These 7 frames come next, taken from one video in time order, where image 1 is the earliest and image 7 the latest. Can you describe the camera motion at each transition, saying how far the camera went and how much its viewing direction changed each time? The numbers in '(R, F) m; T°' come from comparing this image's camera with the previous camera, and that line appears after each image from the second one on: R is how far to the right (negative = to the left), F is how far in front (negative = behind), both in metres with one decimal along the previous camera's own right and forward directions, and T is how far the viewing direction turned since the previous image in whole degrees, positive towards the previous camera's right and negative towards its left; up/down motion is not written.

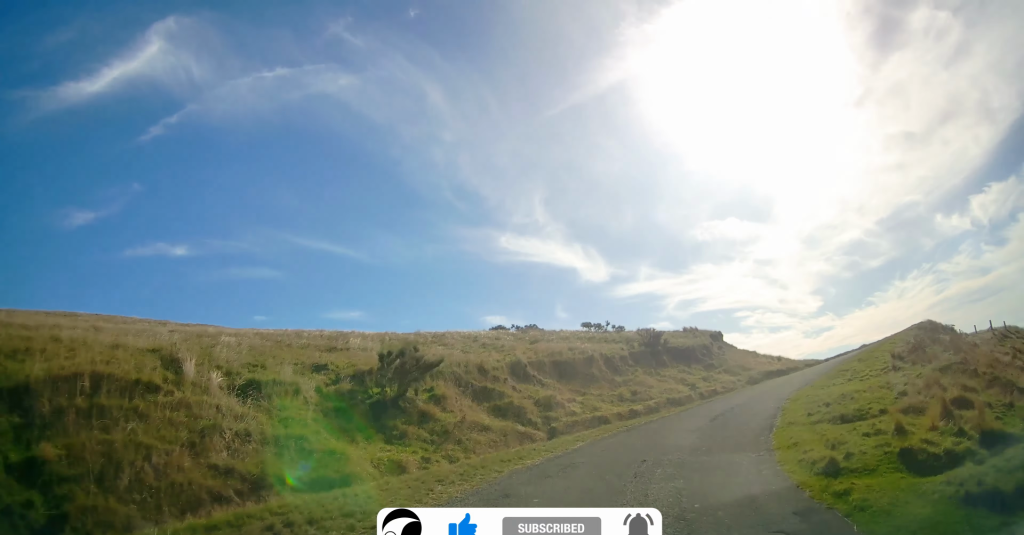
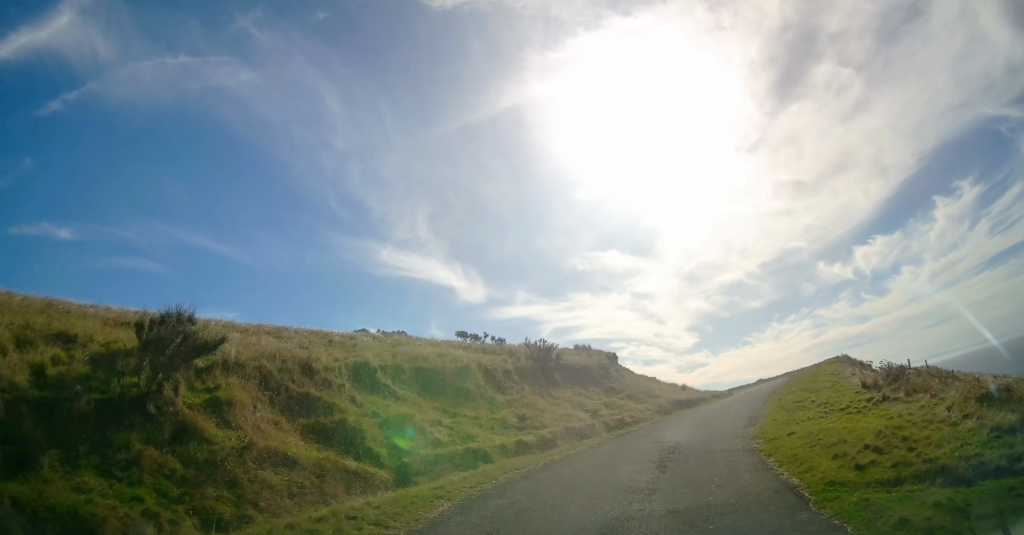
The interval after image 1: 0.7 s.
(+0.8, +6.3) m; +10°
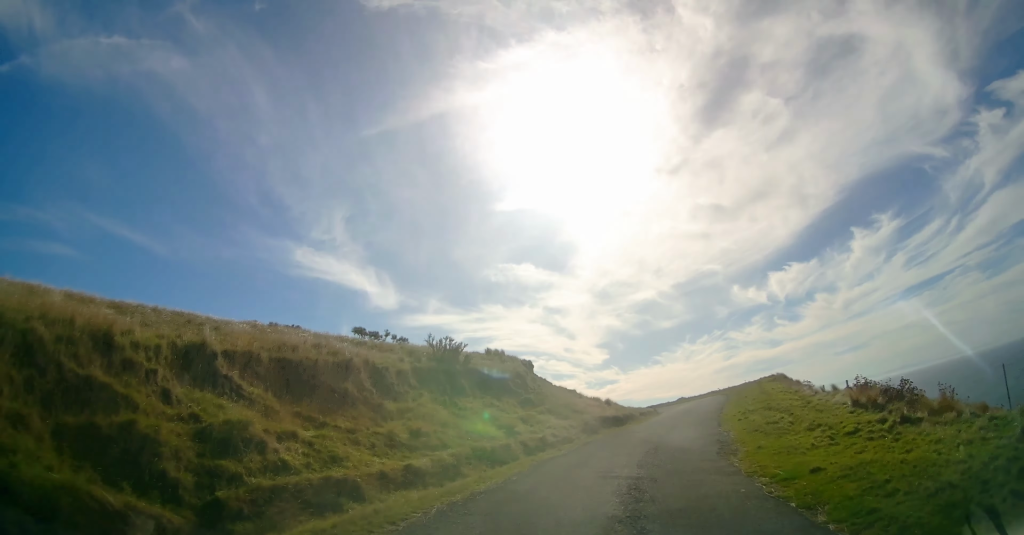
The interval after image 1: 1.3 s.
(0.0, +4.6) m; +6°
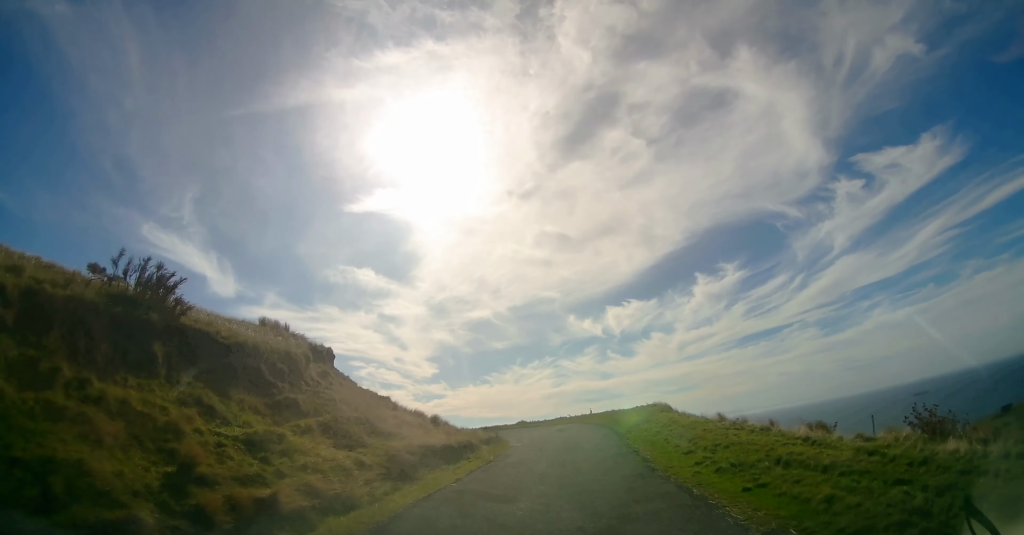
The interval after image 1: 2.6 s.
(+1.7, +10.9) m; +21°
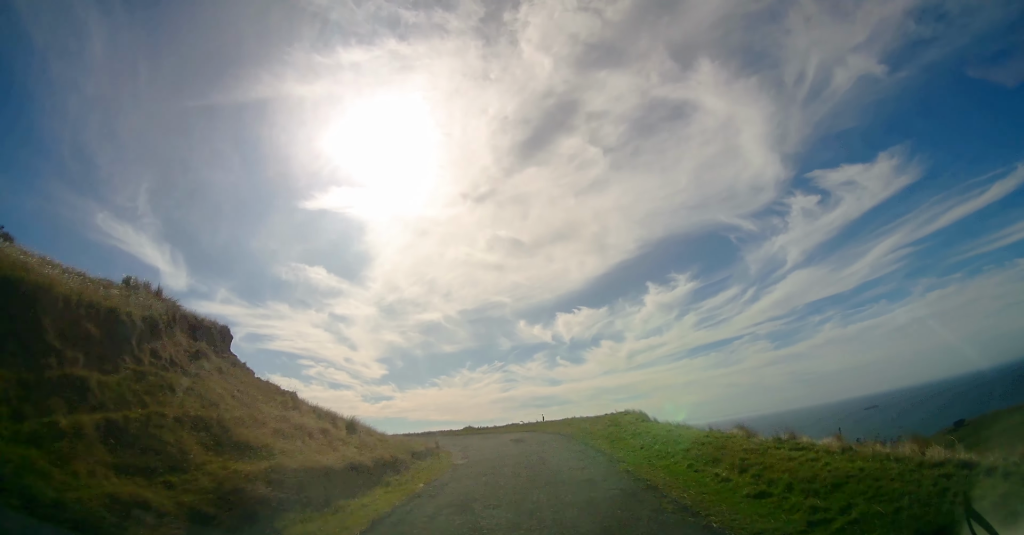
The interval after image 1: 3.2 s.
(+0.9, +5.8) m; +6°
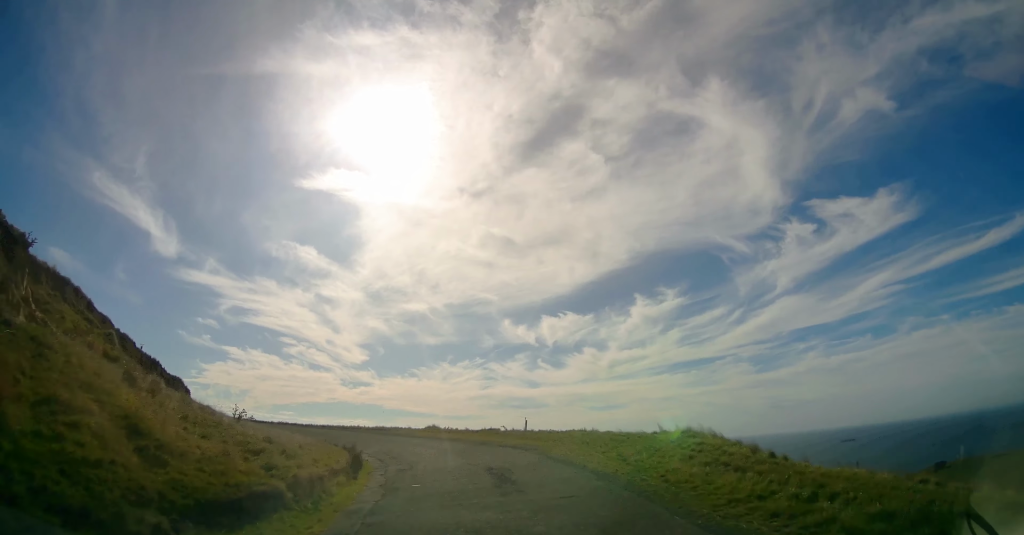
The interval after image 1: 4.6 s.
(+0.2, +12.6) m; -6°
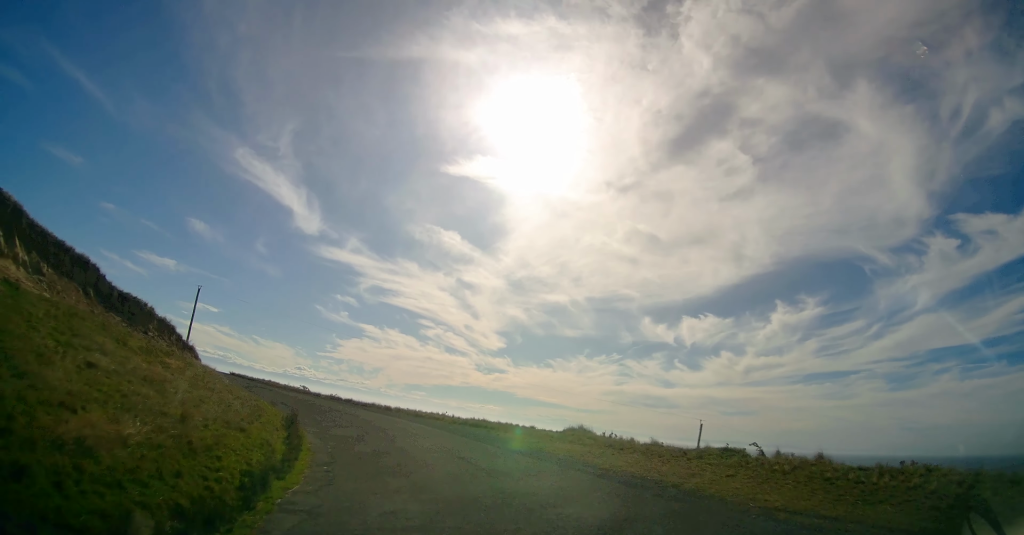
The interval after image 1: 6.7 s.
(-2.9, +20.3) m; -15°
